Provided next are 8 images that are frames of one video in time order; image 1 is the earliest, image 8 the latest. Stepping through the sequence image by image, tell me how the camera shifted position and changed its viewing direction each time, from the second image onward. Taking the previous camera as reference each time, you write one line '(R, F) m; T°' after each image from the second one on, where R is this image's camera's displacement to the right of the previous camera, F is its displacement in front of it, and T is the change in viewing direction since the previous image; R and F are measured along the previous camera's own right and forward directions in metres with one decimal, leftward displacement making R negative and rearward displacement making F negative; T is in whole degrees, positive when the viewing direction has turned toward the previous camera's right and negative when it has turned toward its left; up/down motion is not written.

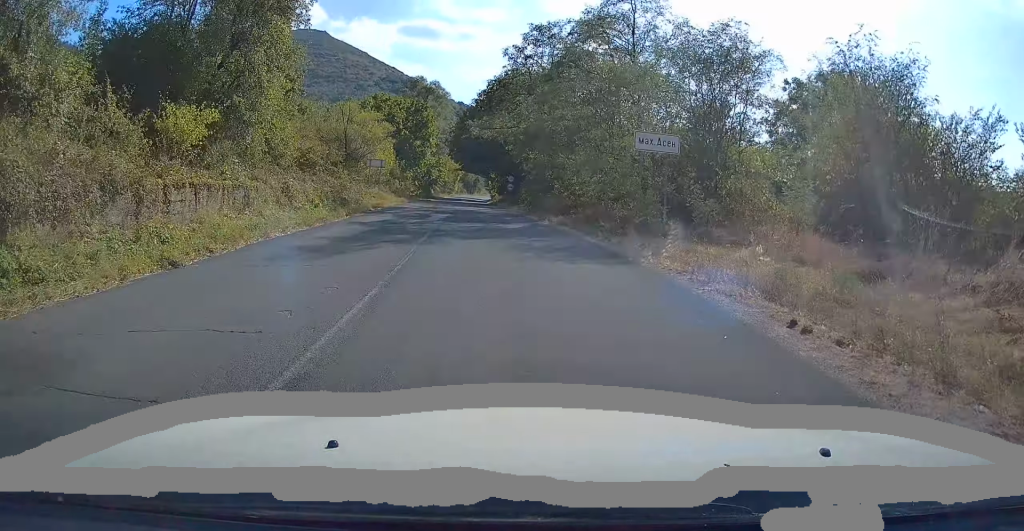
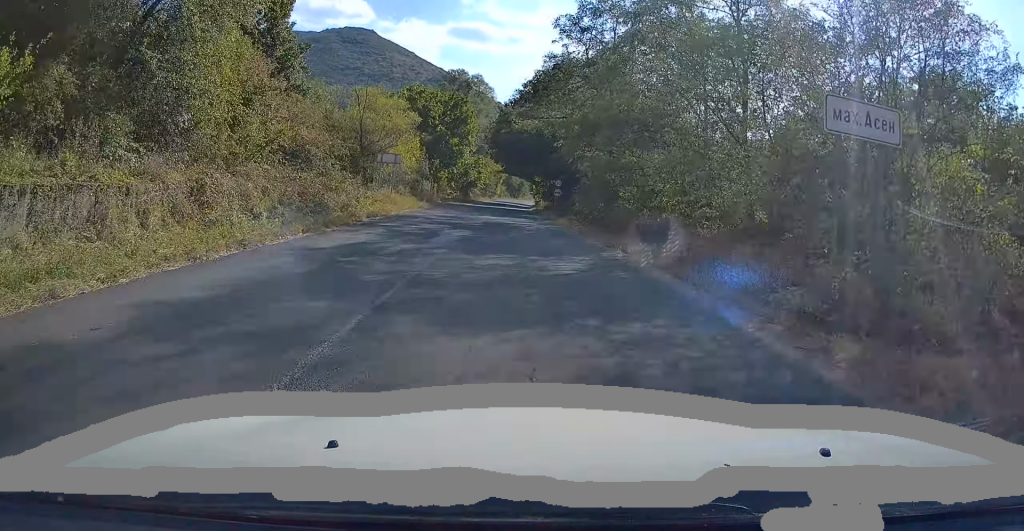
(-0.5, +8.5) m; -2°
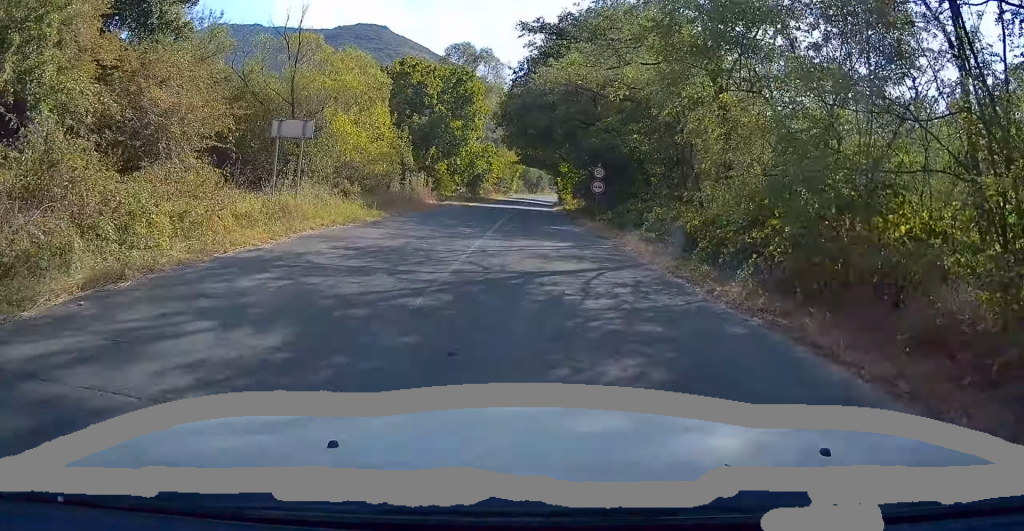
(-0.6, +15.5) m; -2°
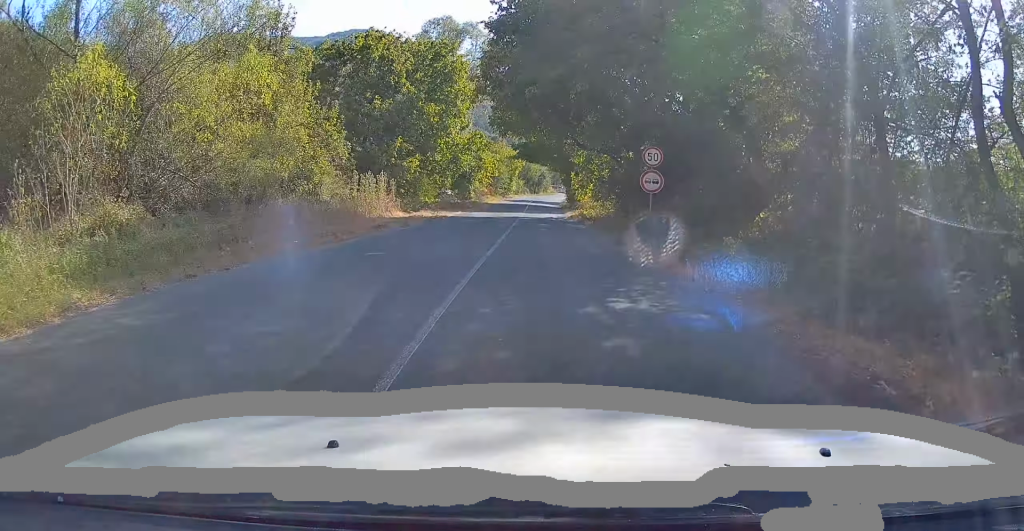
(-0.1, +14.2) m; 0°
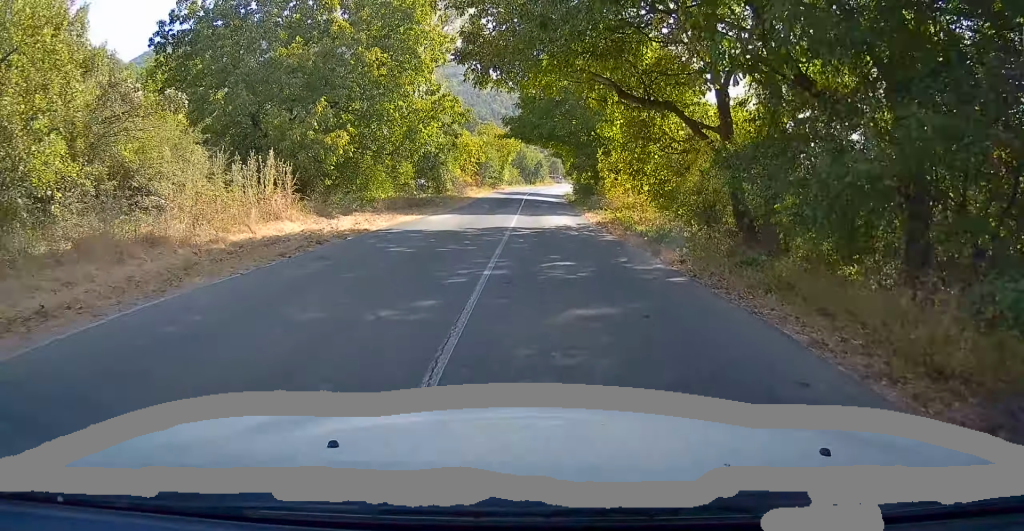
(+0.1, +15.8) m; +1°
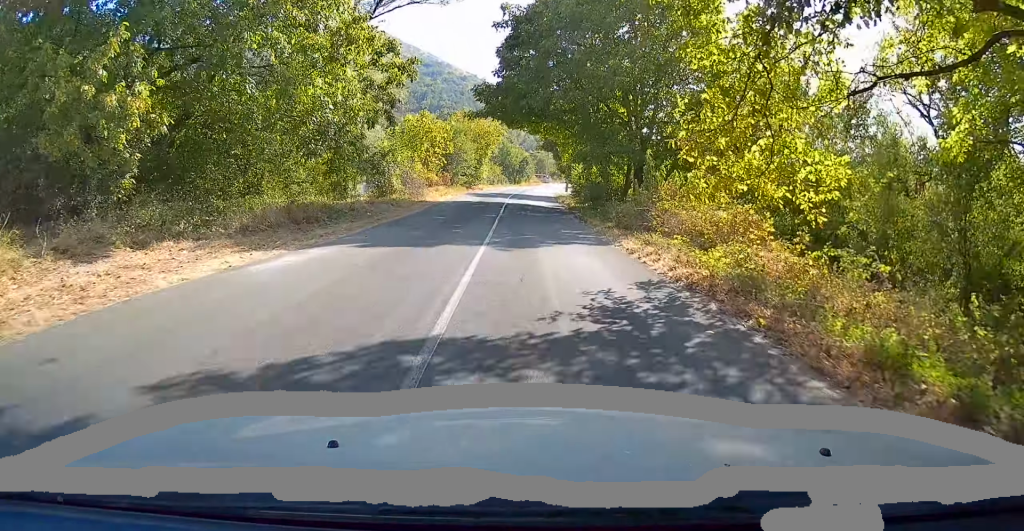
(+0.2, +14.2) m; 0°
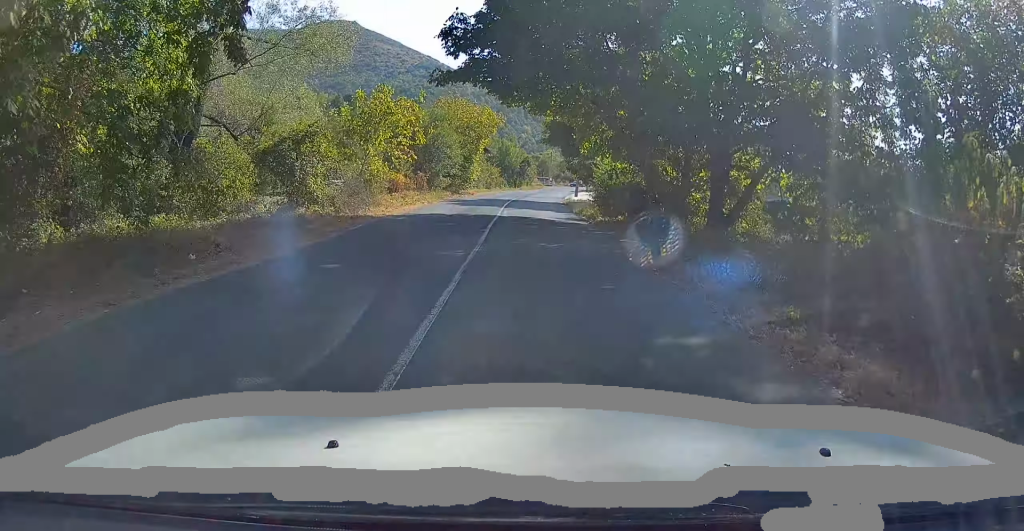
(-0.2, +12.6) m; 0°
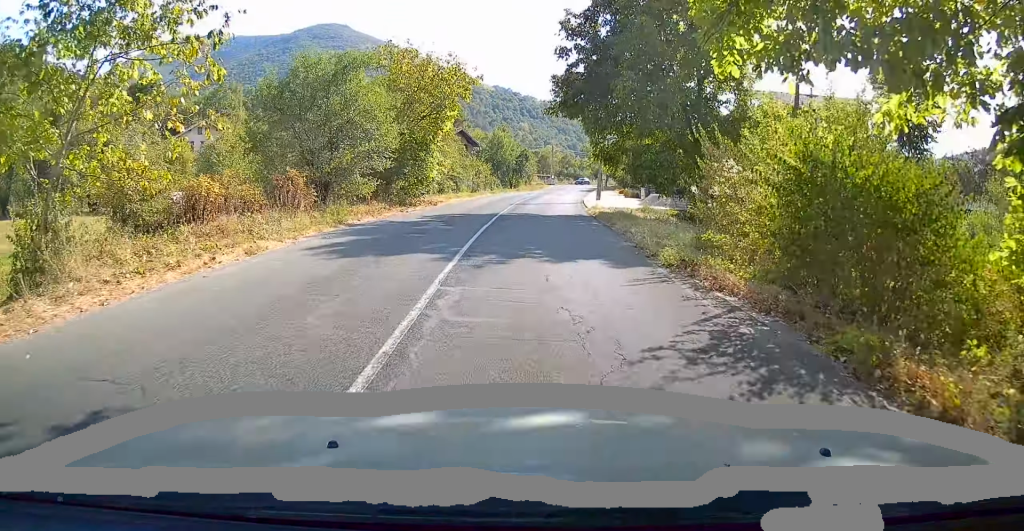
(+0.4, +20.1) m; +2°
